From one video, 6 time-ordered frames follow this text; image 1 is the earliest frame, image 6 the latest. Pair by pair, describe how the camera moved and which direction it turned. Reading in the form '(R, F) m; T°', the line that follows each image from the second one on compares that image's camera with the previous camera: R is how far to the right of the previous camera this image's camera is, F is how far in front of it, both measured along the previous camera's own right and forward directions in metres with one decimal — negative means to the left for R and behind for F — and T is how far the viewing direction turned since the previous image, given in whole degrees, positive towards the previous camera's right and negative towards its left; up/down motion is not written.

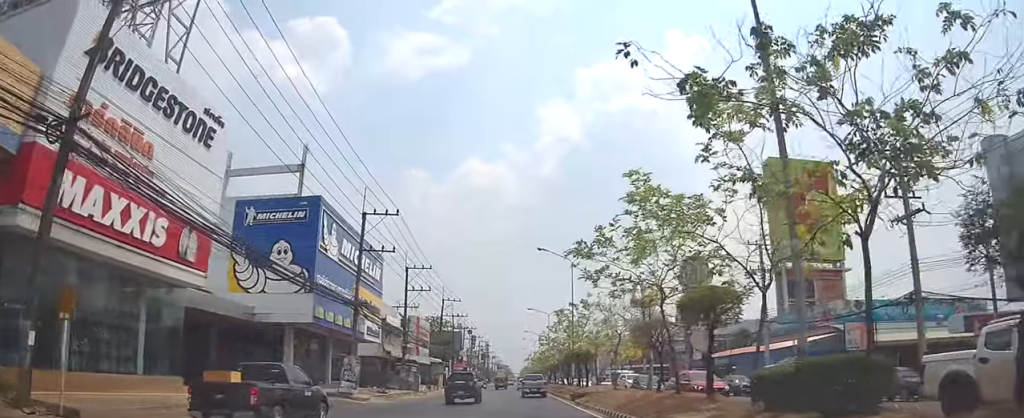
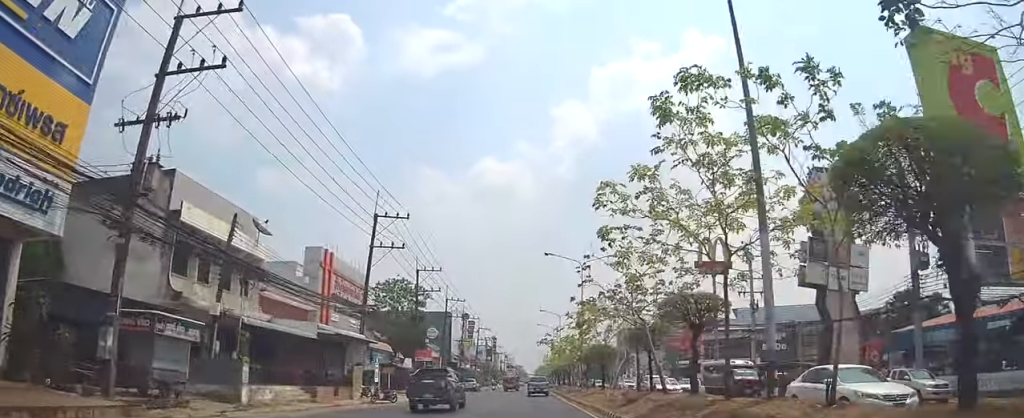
(-2.1, +40.5) m; -3°
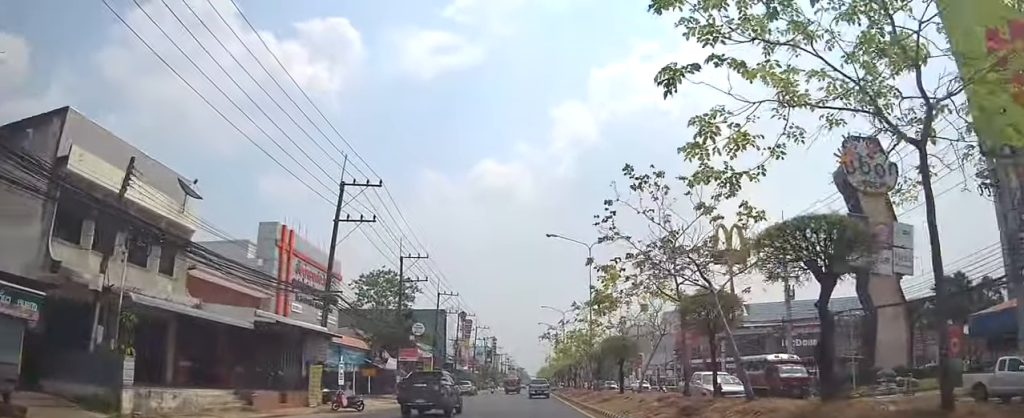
(+0.1, +7.2) m; 0°
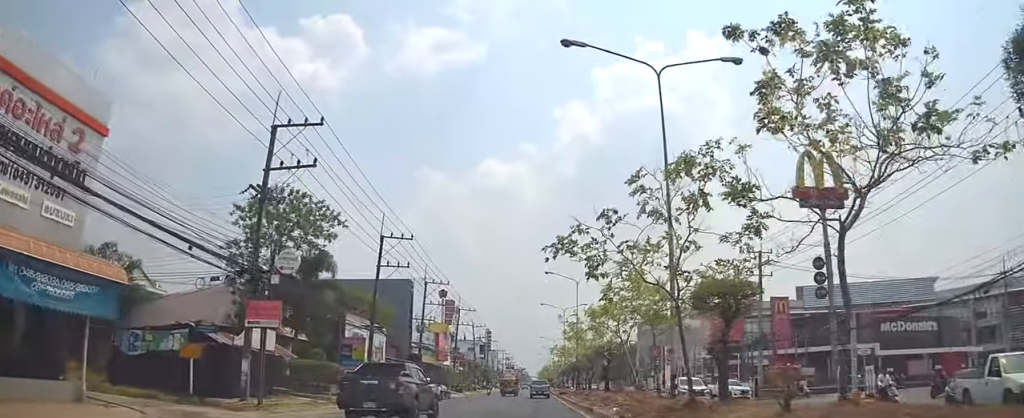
(+0.1, +26.0) m; 0°
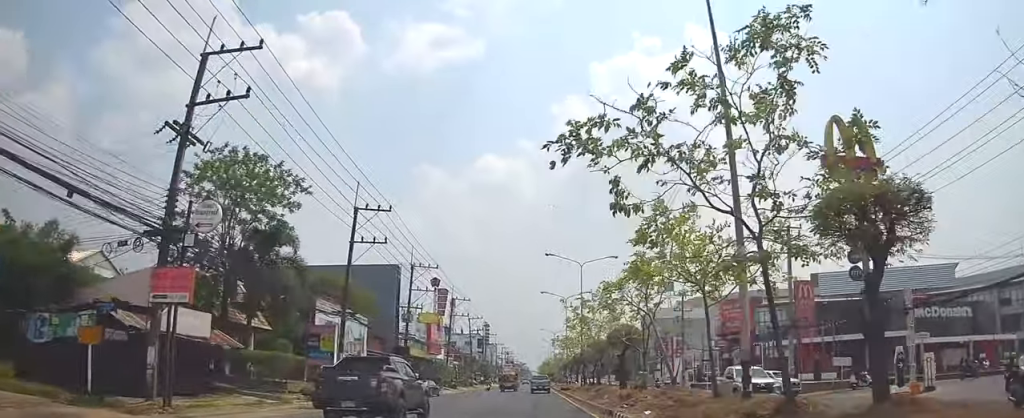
(-0.3, +6.2) m; -1°
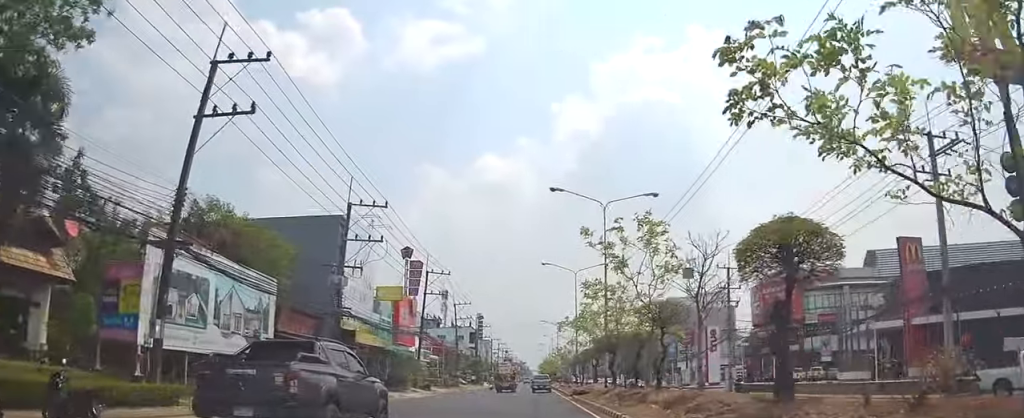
(-0.5, +18.2) m; 0°
